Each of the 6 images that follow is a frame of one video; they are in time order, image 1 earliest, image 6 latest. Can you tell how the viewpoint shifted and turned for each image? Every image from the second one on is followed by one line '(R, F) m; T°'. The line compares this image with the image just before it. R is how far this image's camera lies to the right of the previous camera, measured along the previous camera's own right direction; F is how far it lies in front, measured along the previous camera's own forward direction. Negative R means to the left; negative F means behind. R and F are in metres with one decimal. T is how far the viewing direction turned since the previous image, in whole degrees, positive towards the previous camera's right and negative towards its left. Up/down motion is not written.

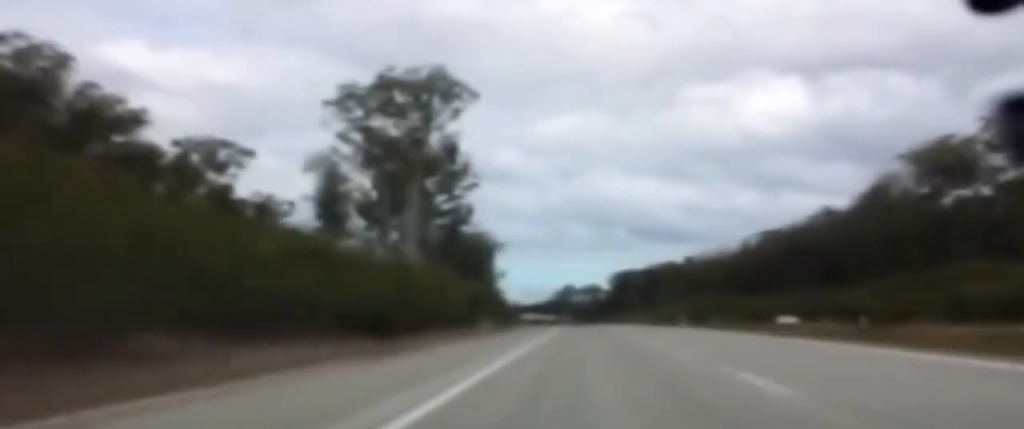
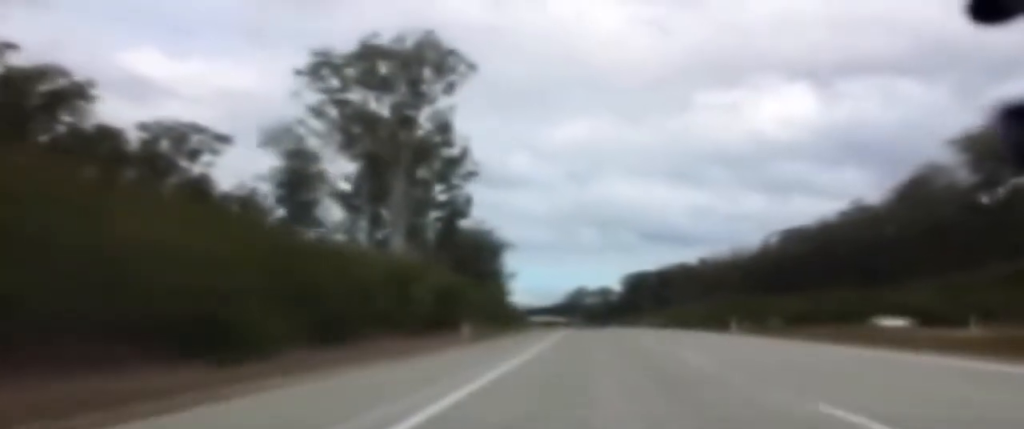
(-0.1, +17.4) m; 0°
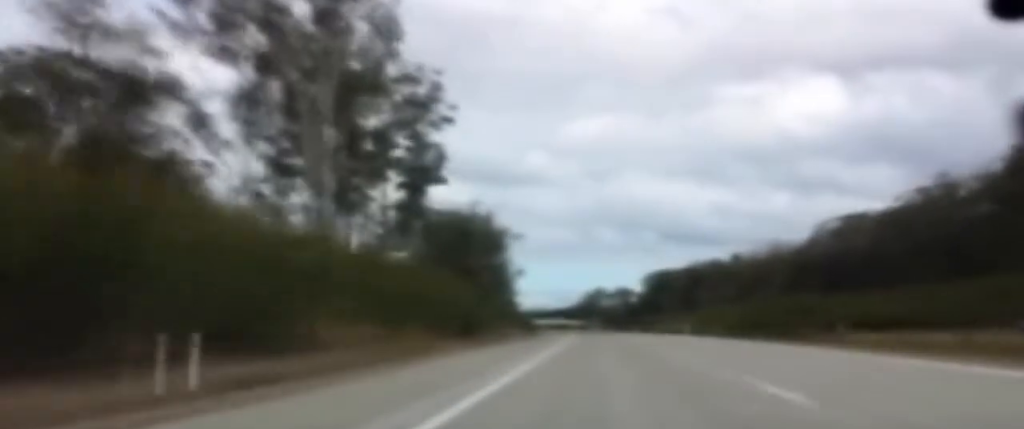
(-0.1, +32.8) m; -1°
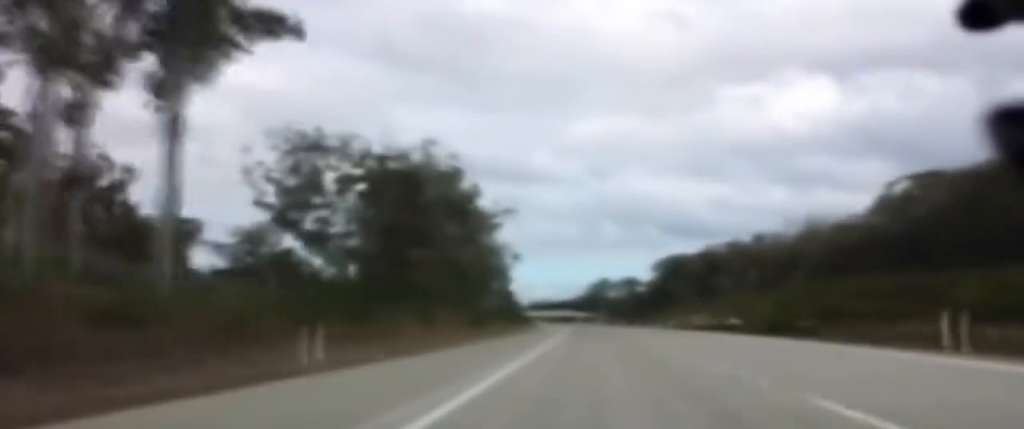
(-0.6, +54.3) m; 0°
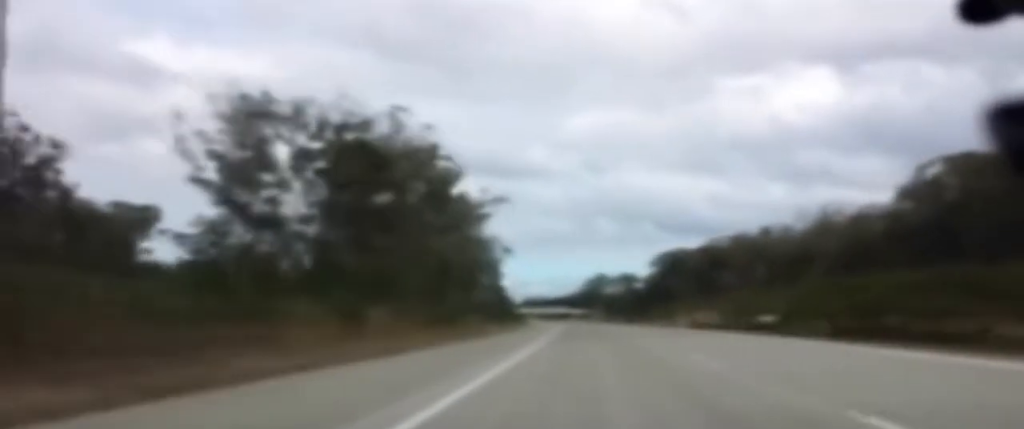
(0.0, +14.3) m; 0°
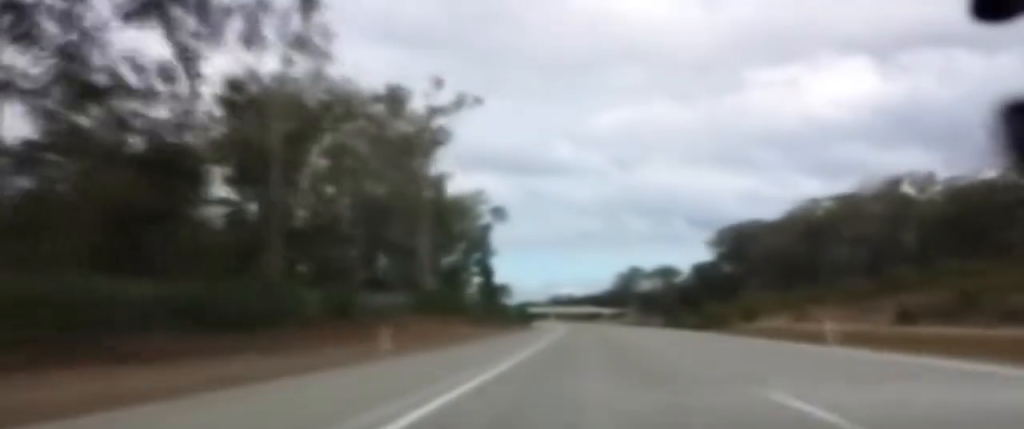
(-1.2, +96.6) m; -3°
